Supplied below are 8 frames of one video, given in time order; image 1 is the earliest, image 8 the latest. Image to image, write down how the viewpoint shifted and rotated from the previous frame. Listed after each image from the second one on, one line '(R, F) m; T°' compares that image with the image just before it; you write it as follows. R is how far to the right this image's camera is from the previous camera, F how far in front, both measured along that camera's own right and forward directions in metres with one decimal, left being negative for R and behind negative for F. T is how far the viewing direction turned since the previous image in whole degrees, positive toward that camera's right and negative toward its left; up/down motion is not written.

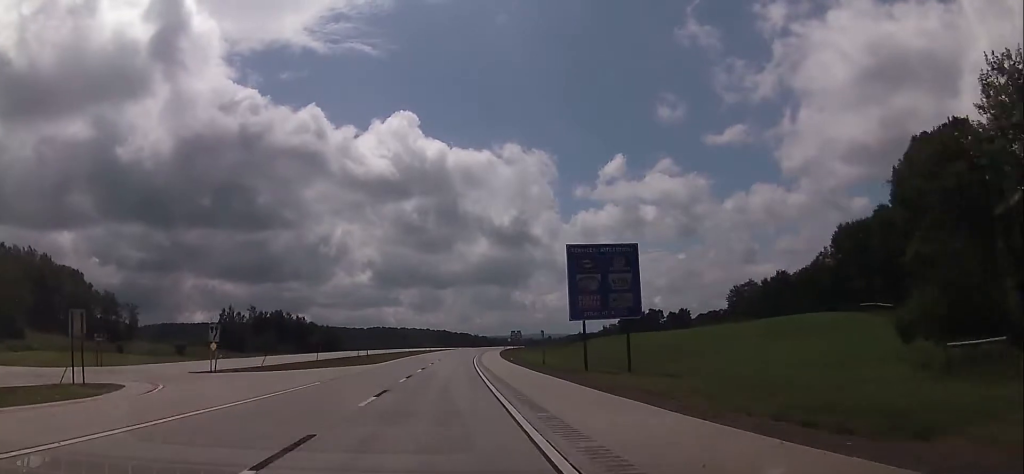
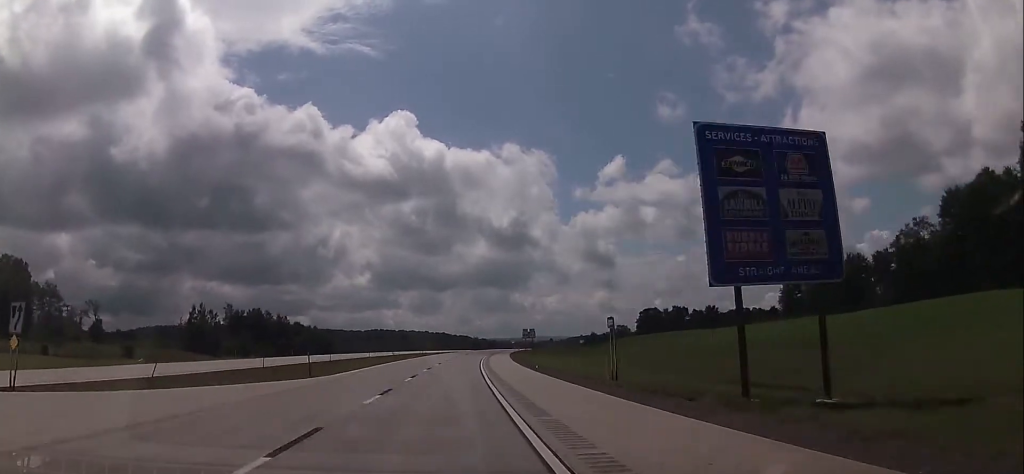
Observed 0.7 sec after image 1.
(0.0, +23.2) m; 0°
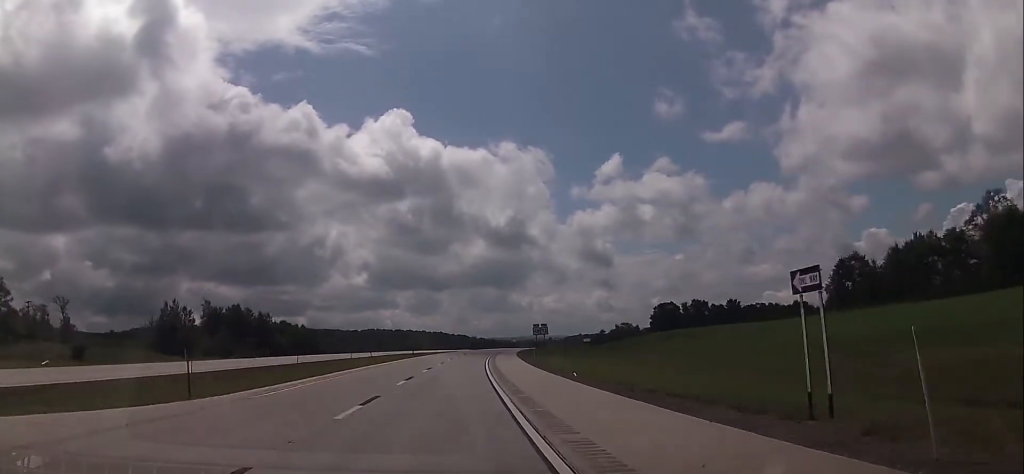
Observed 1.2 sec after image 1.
(0.0, +16.4) m; 0°
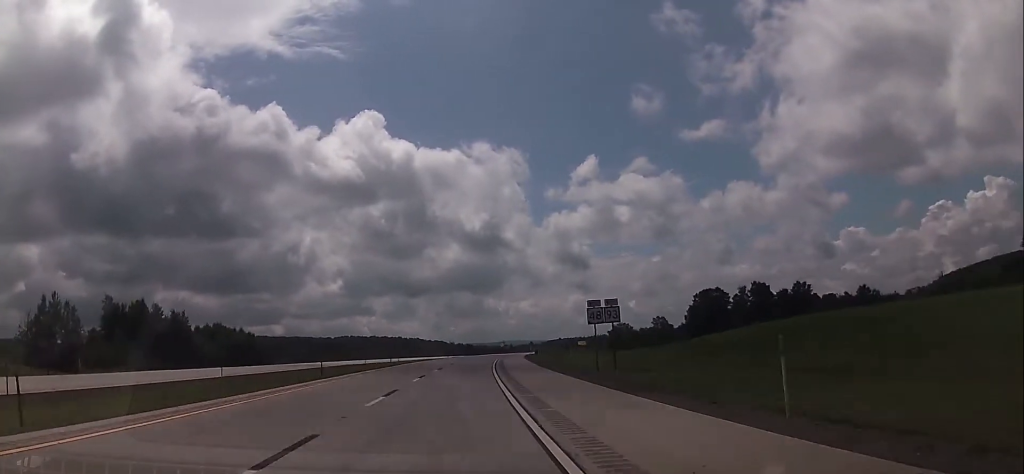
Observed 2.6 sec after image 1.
(+0.4, +44.8) m; +1°
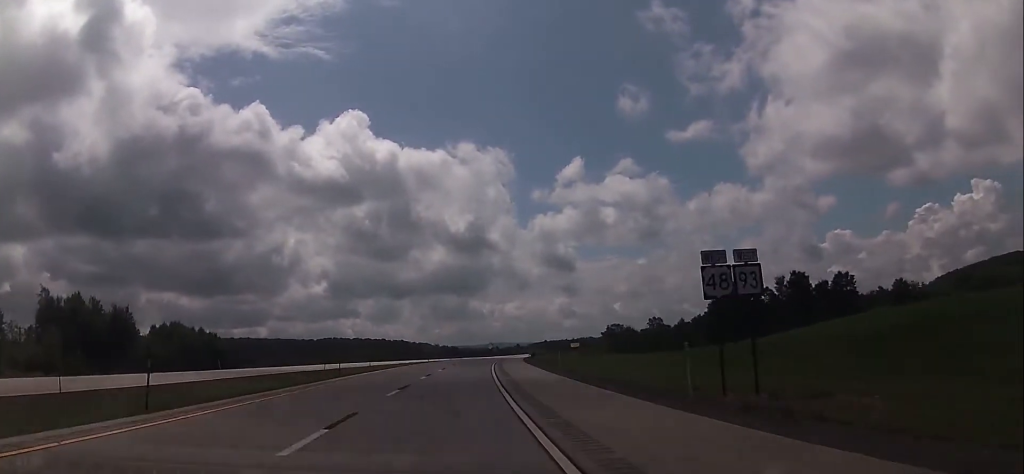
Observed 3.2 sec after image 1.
(+0.2, +19.7) m; +1°
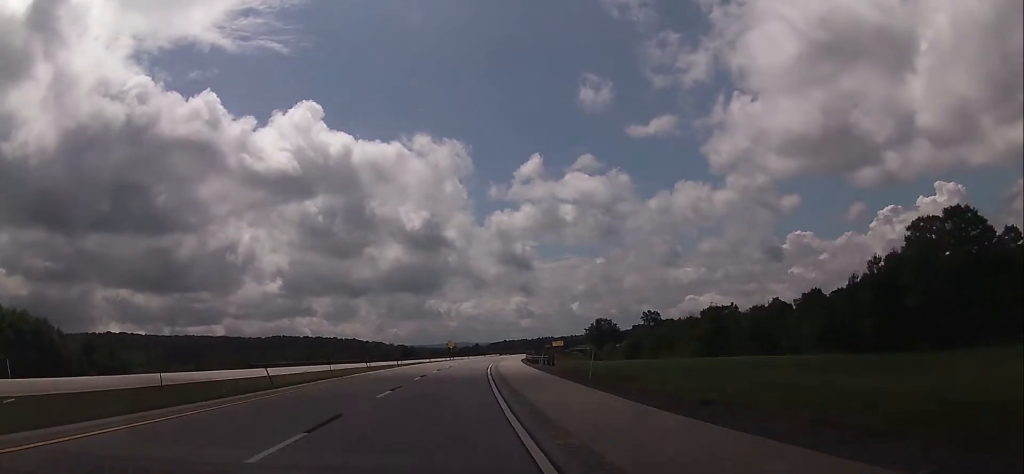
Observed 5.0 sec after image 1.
(+2.5, +61.0) m; +4°
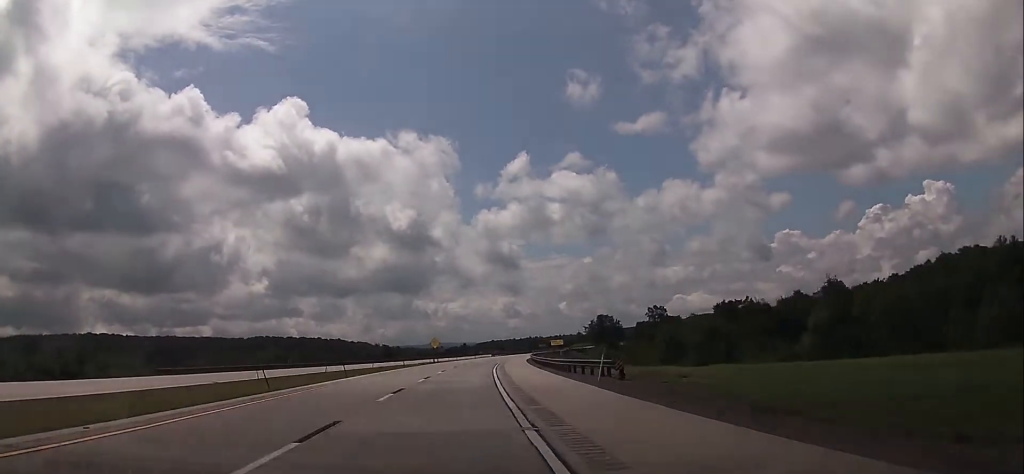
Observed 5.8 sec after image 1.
(0.0, +25.1) m; +1°
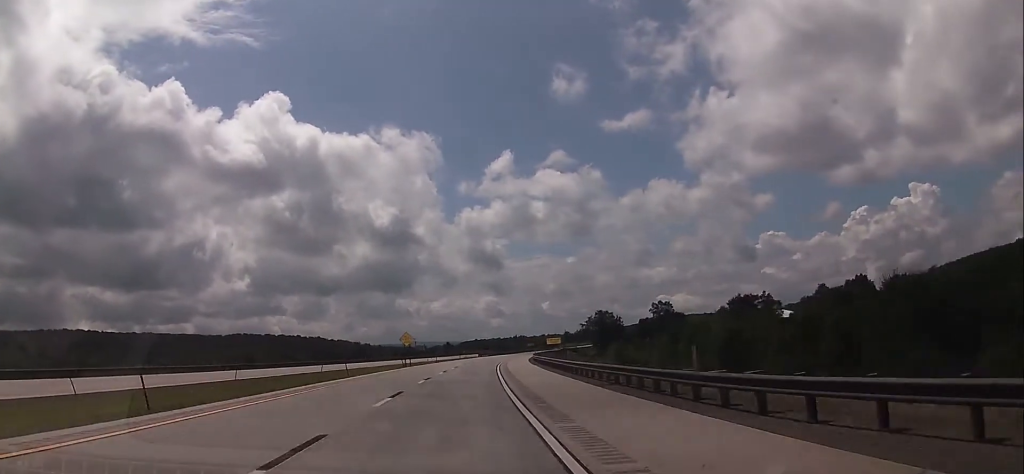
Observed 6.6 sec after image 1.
(+0.2, +26.3) m; +2°
